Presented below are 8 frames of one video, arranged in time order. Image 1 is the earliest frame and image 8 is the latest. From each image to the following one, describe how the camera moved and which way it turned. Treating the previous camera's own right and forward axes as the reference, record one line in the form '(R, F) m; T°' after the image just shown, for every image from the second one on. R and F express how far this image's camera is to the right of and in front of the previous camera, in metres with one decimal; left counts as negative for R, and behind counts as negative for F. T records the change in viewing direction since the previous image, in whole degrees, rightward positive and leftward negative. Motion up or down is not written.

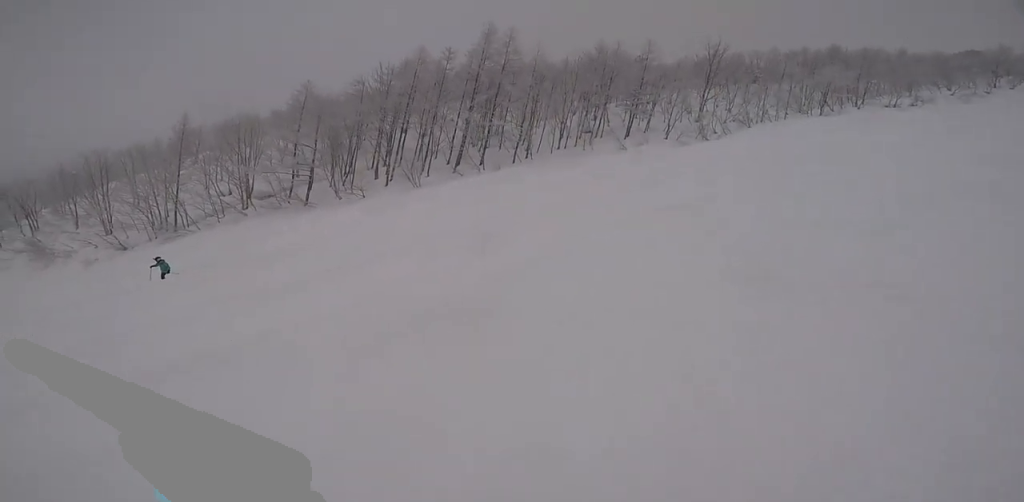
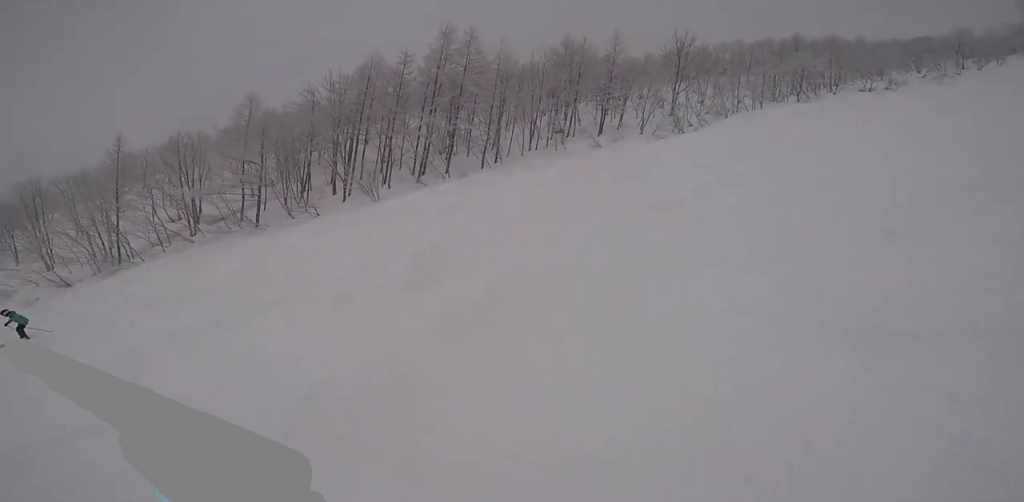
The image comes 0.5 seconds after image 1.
(0.0, +1.9) m; -9°
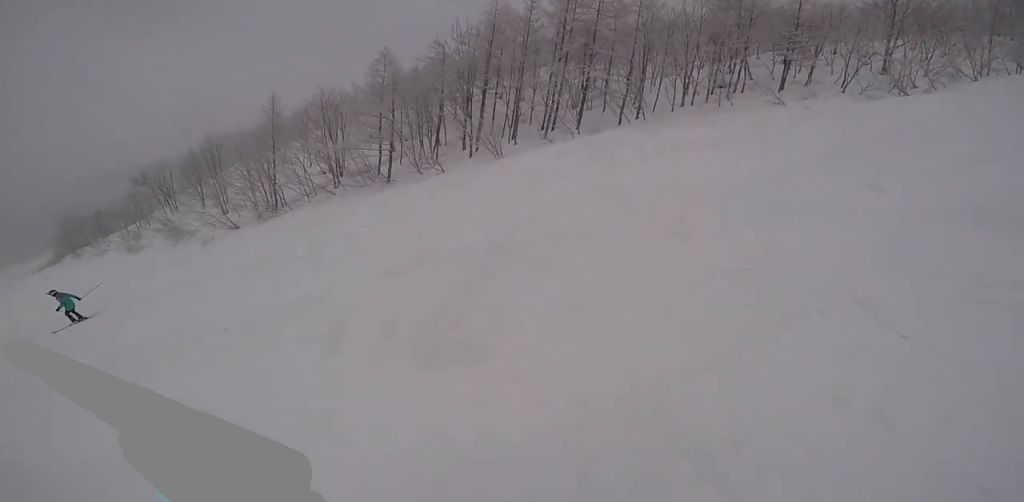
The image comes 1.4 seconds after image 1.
(-0.6, +2.7) m; -27°
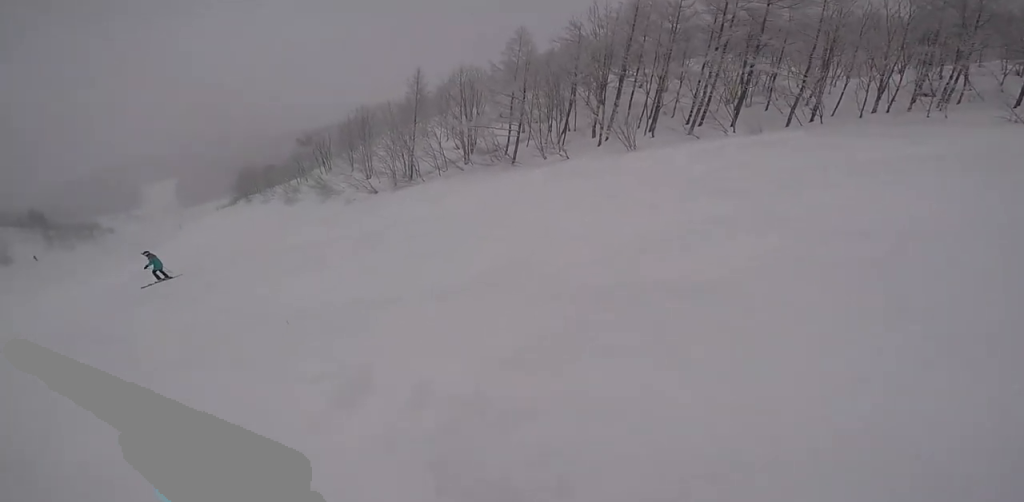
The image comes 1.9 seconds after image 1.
(-0.2, +1.4) m; -18°
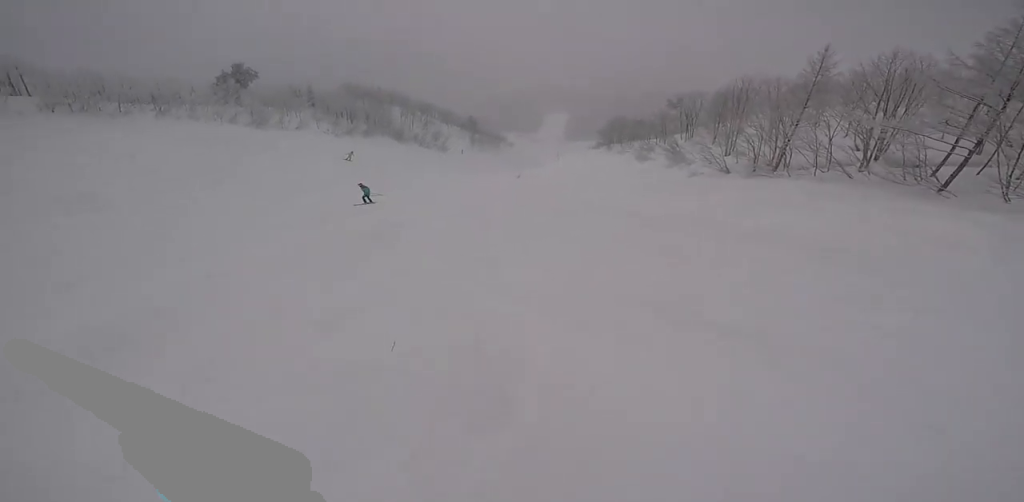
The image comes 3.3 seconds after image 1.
(-1.9, +3.6) m; -54°
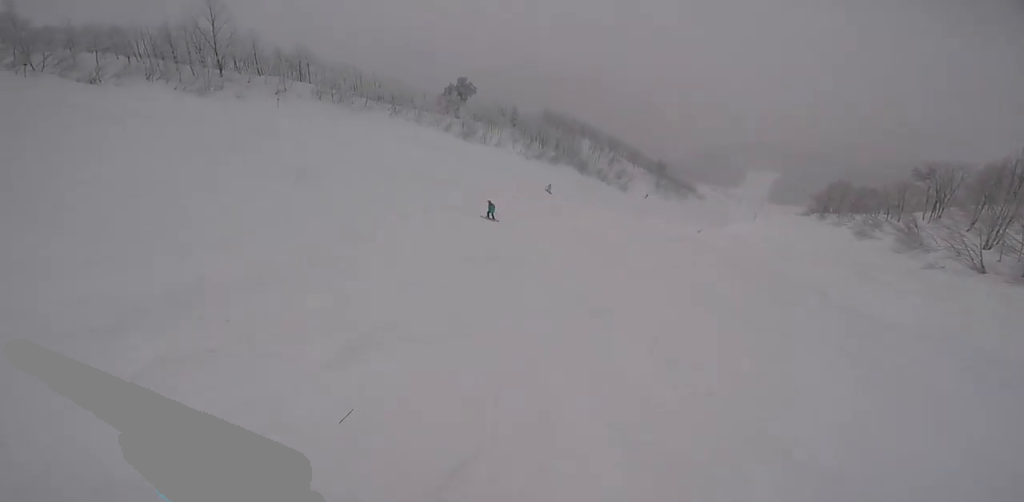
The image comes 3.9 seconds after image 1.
(-0.3, +1.6) m; -16°
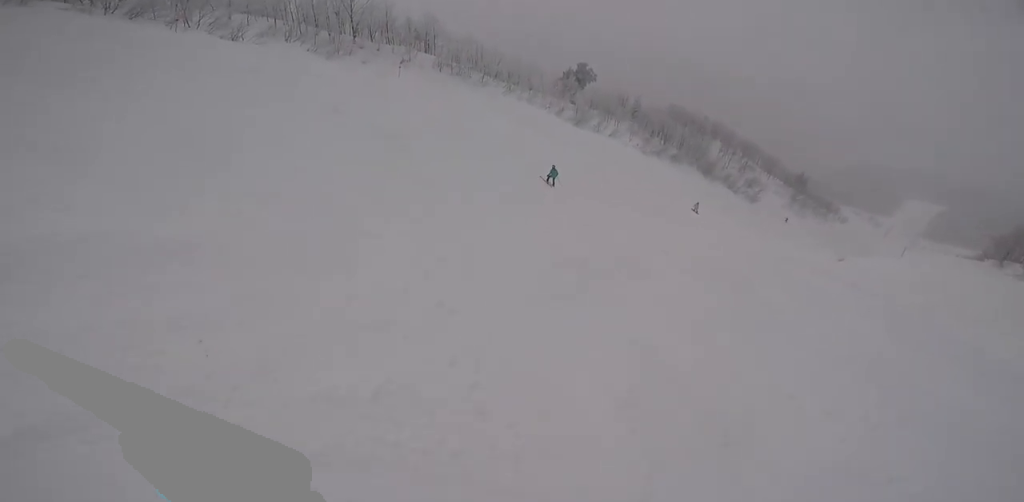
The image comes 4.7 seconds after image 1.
(-0.5, +2.4) m; -15°
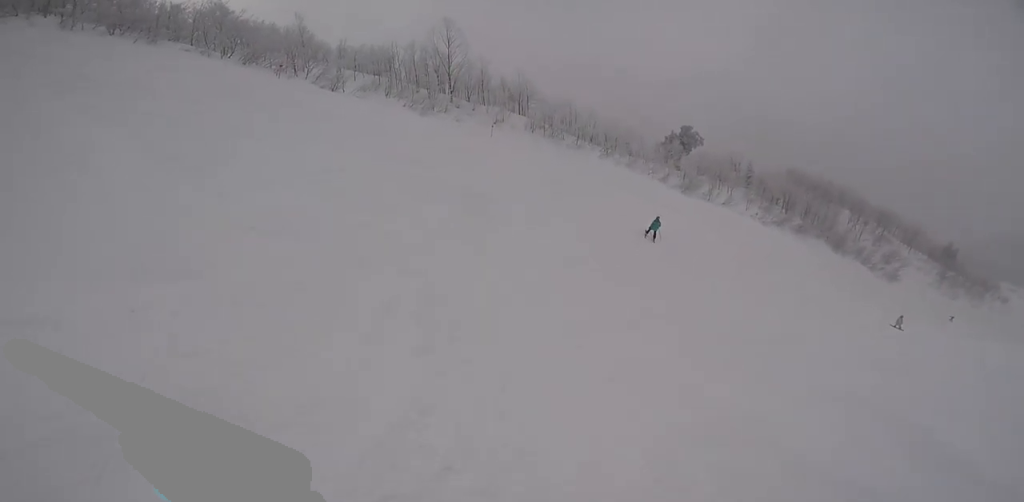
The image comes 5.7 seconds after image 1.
(-0.2, +3.8) m; -17°
